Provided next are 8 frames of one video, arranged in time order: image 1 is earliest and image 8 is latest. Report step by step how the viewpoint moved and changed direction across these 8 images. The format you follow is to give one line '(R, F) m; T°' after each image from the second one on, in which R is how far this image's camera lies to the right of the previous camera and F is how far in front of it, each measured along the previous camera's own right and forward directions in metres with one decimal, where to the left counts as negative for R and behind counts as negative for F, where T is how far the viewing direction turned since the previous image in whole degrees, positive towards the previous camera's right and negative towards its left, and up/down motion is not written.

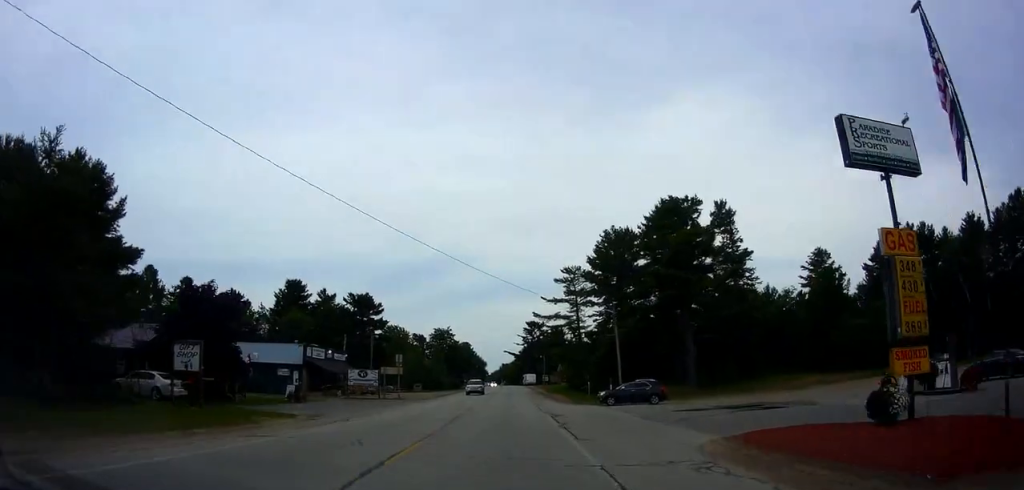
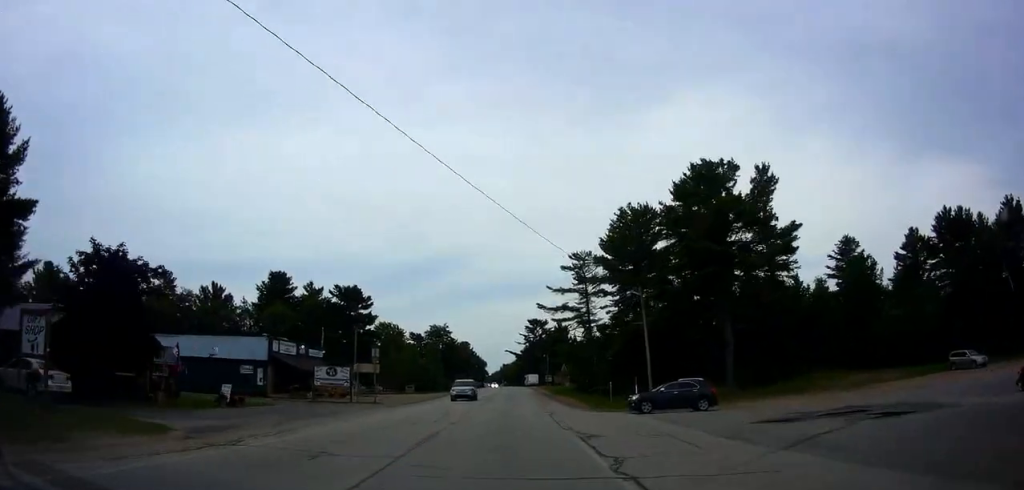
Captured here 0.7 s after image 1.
(0.0, +9.7) m; 0°
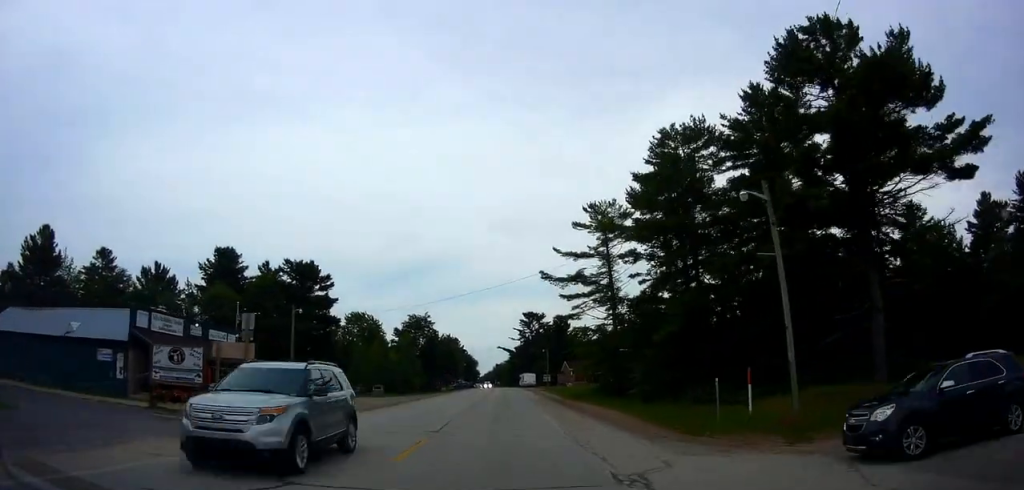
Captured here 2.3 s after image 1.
(0.0, +20.6) m; 0°
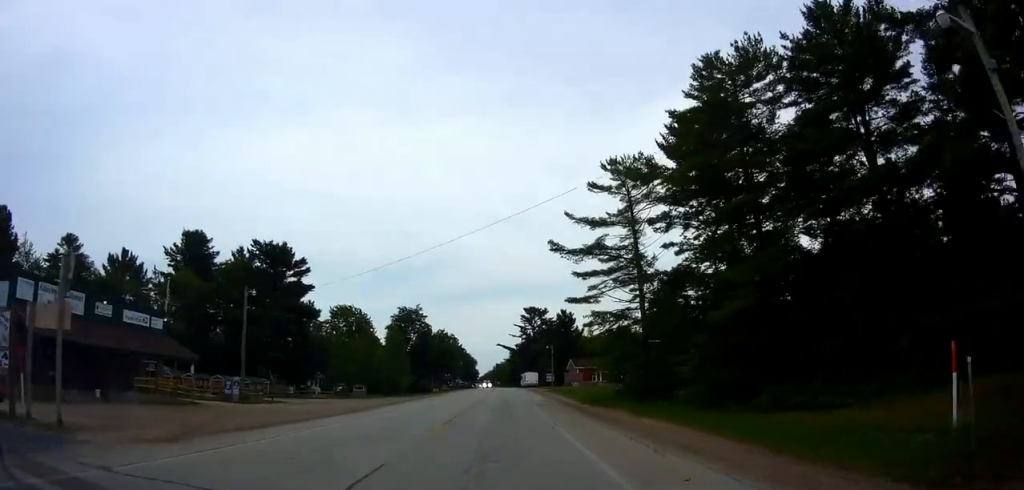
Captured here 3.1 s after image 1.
(0.0, +10.8) m; 0°
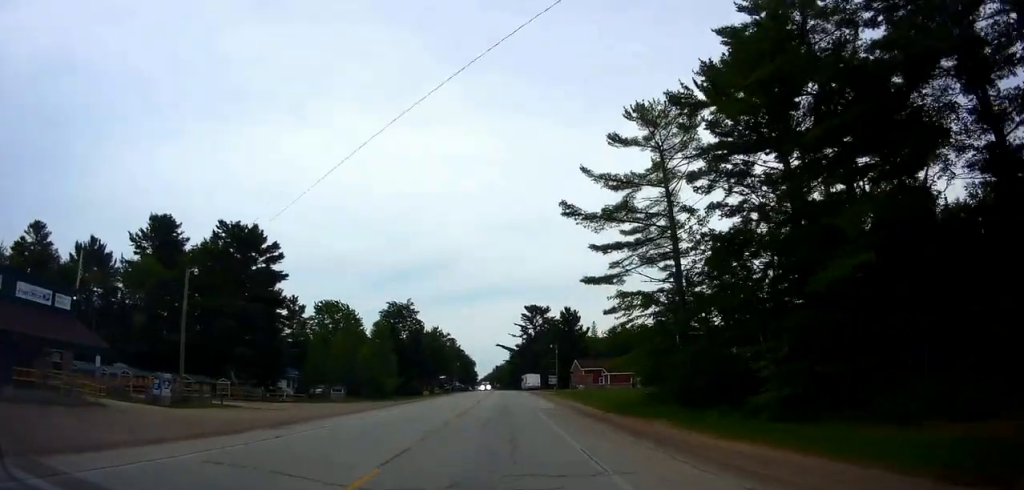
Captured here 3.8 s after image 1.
(0.0, +9.0) m; 0°
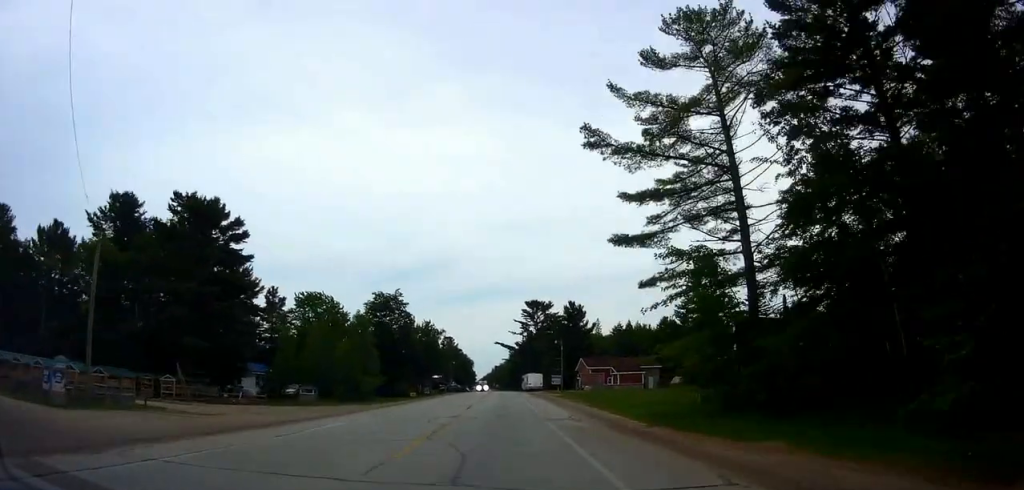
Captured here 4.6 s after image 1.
(0.0, +9.5) m; 0°
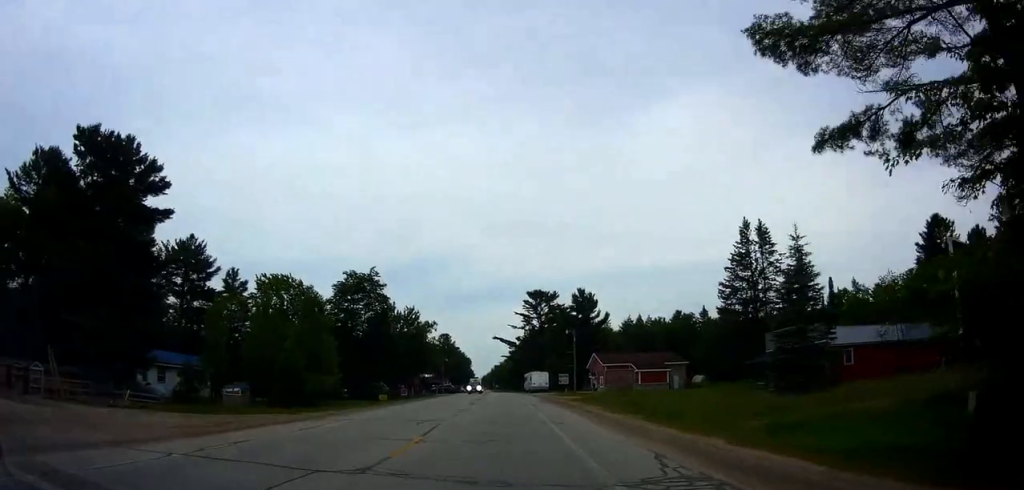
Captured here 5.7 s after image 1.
(0.0, +15.2) m; 0°
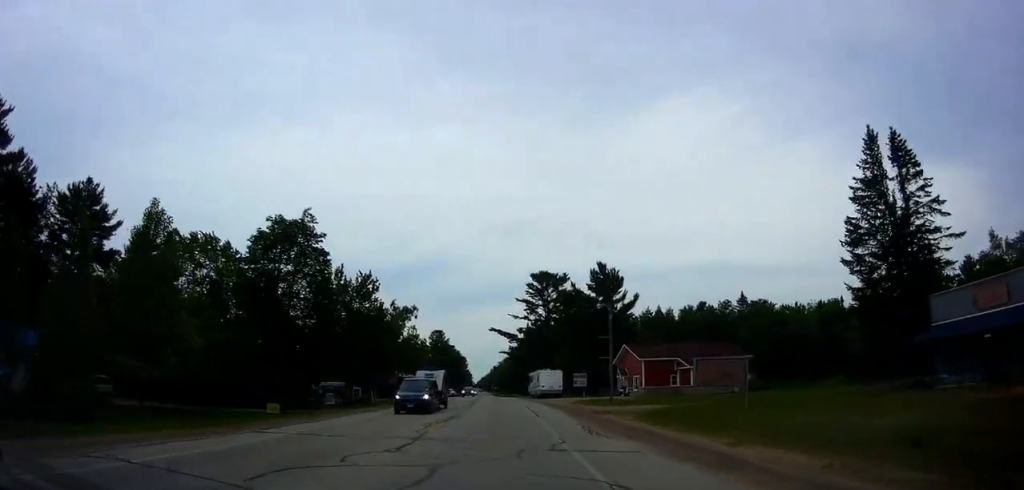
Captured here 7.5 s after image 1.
(0.0, +23.2) m; 0°
